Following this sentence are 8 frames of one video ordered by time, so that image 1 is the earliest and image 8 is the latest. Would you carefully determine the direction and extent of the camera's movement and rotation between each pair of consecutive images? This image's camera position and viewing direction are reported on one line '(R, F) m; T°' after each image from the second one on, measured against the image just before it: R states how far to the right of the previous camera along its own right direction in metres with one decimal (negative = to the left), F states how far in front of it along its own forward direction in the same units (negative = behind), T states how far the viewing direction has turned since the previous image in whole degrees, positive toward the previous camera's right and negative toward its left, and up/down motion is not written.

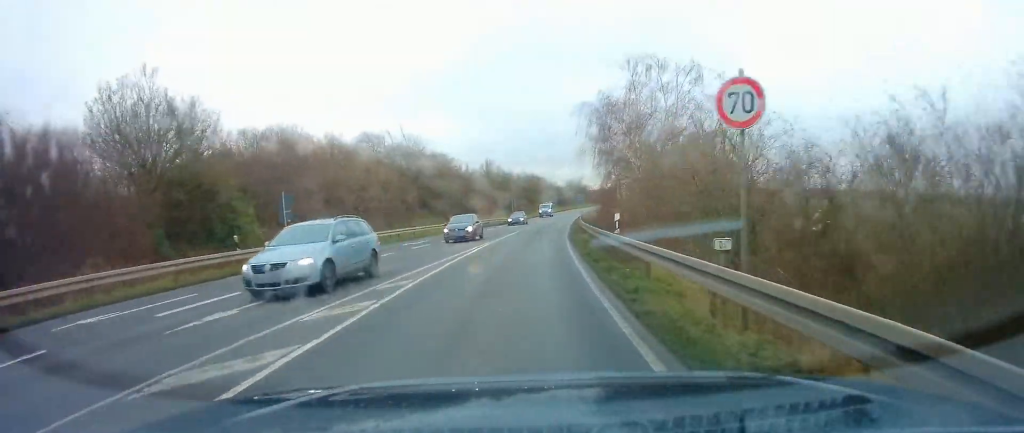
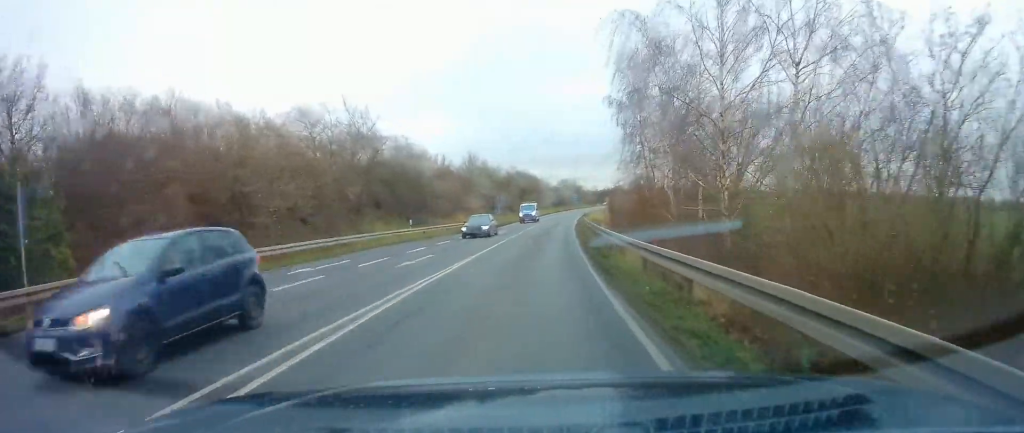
(0.0, +14.3) m; +1°
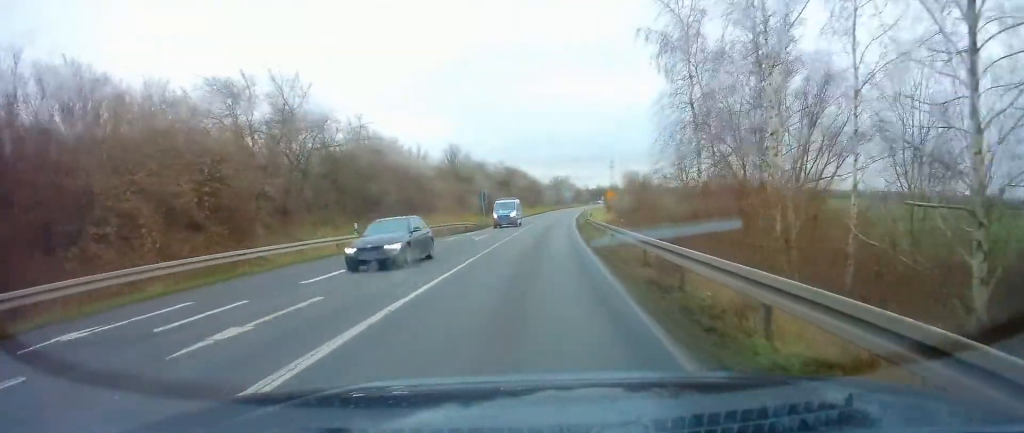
(+0.3, +10.5) m; +1°
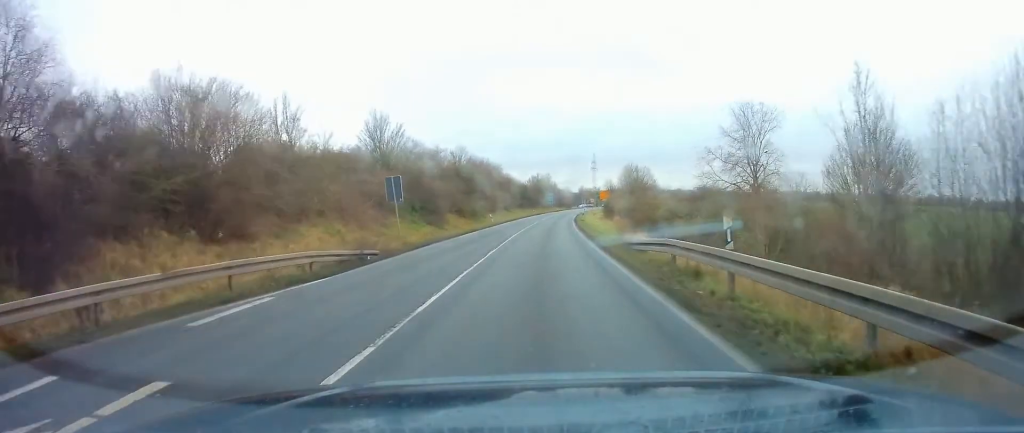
(+0.2, +29.3) m; +1°
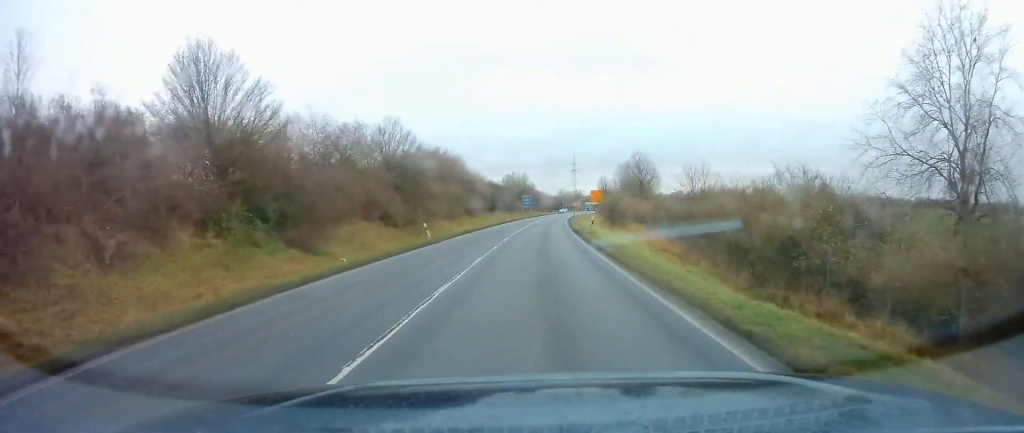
(+0.8, +26.4) m; +4°
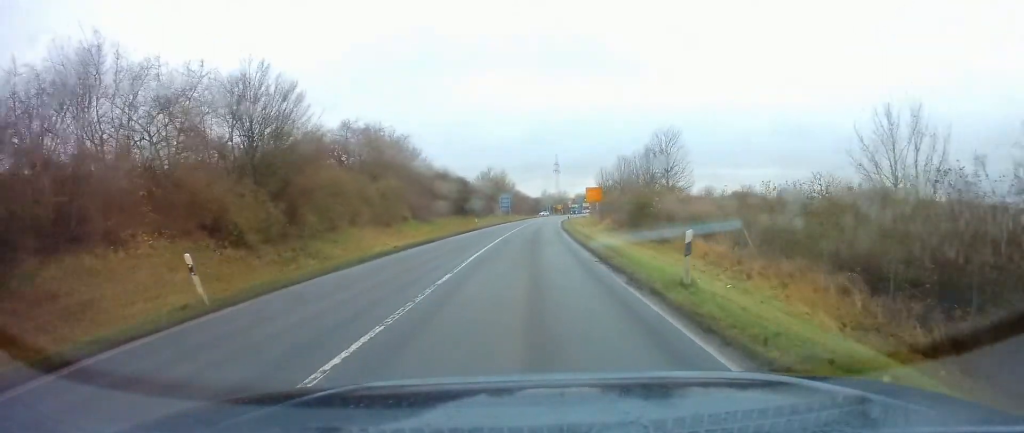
(+0.4, +22.3) m; +2°
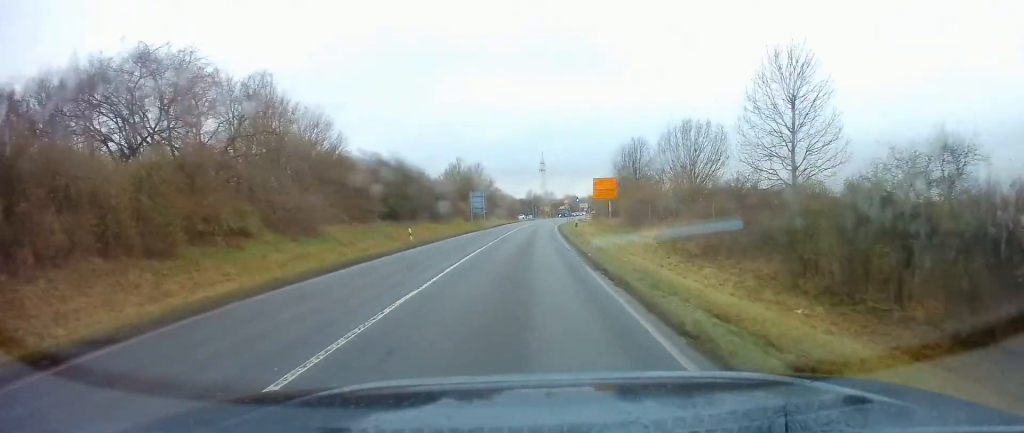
(+0.3, +26.9) m; +1°
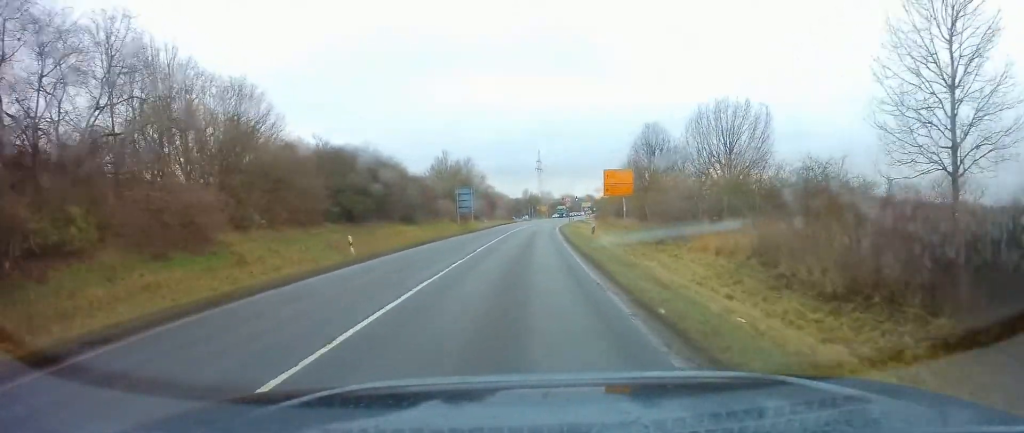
(+0.1, +10.5) m; 0°
